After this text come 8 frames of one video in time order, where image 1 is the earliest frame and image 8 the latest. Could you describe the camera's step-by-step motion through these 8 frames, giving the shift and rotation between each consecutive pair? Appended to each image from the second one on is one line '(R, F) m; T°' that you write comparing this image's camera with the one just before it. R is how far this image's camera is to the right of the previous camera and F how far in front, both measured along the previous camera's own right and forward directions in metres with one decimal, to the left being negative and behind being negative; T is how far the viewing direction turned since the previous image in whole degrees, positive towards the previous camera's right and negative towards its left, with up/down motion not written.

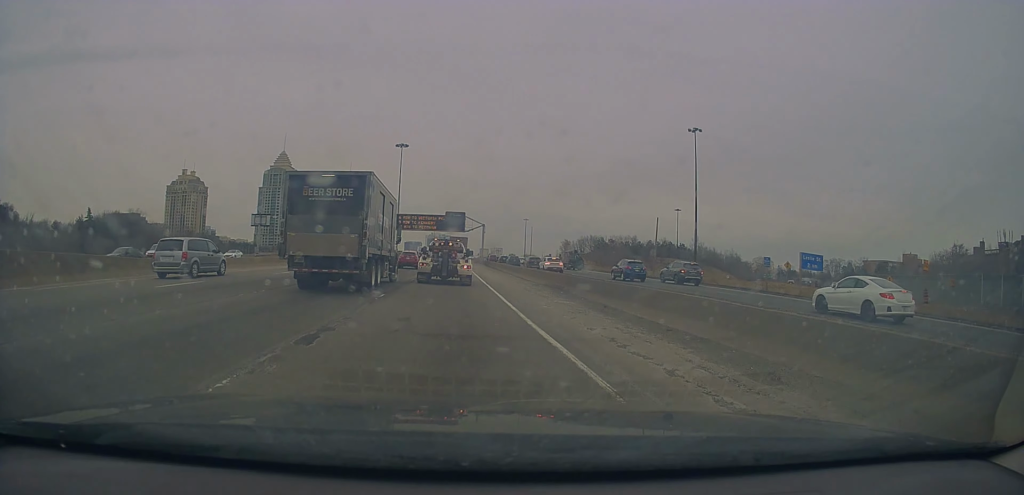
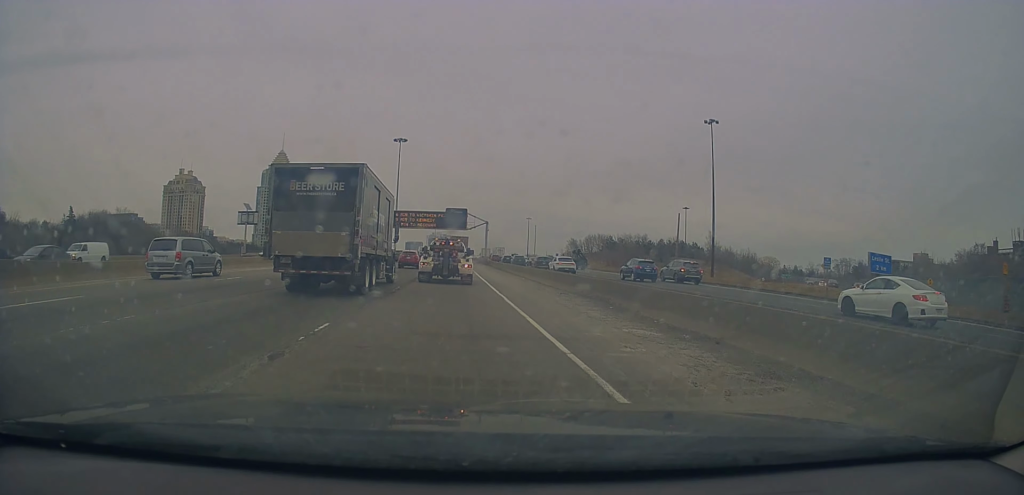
(-0.2, +7.1) m; 0°
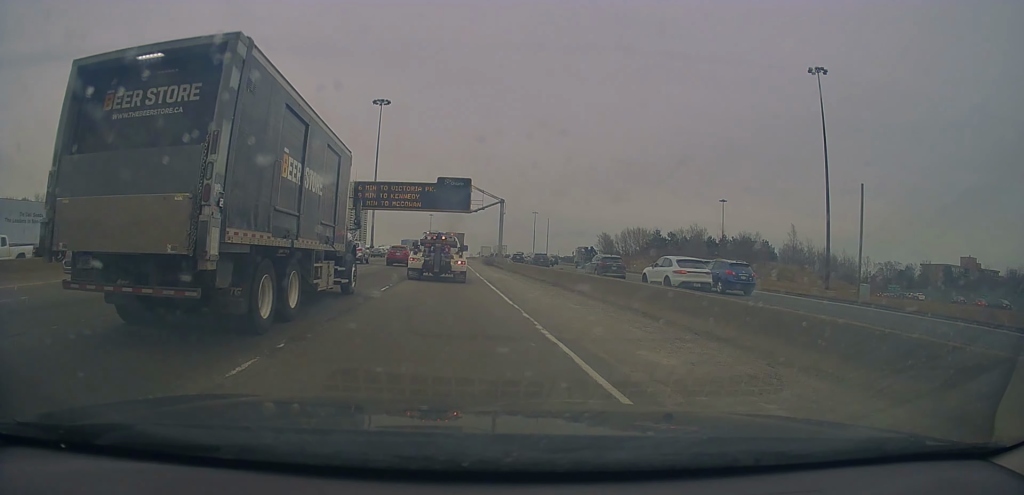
(+0.1, +34.0) m; 0°
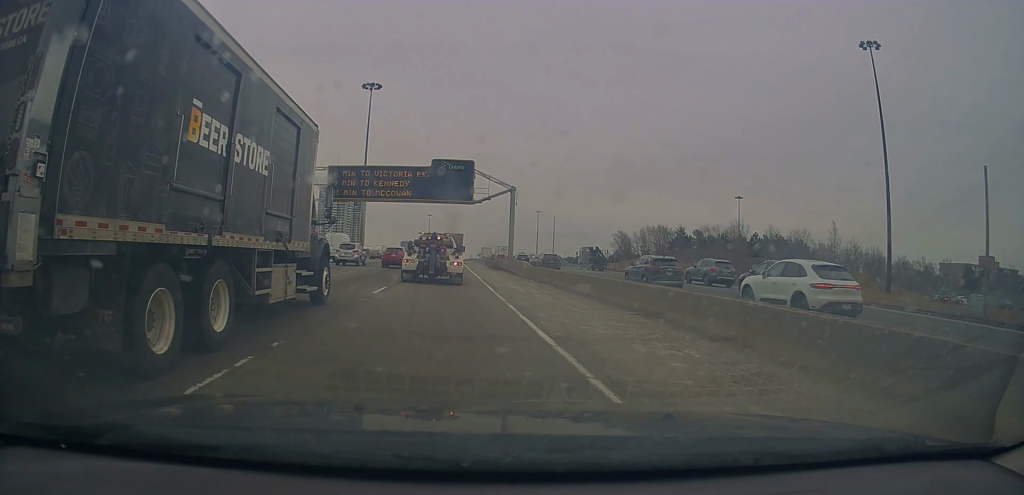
(-0.2, +13.0) m; 0°
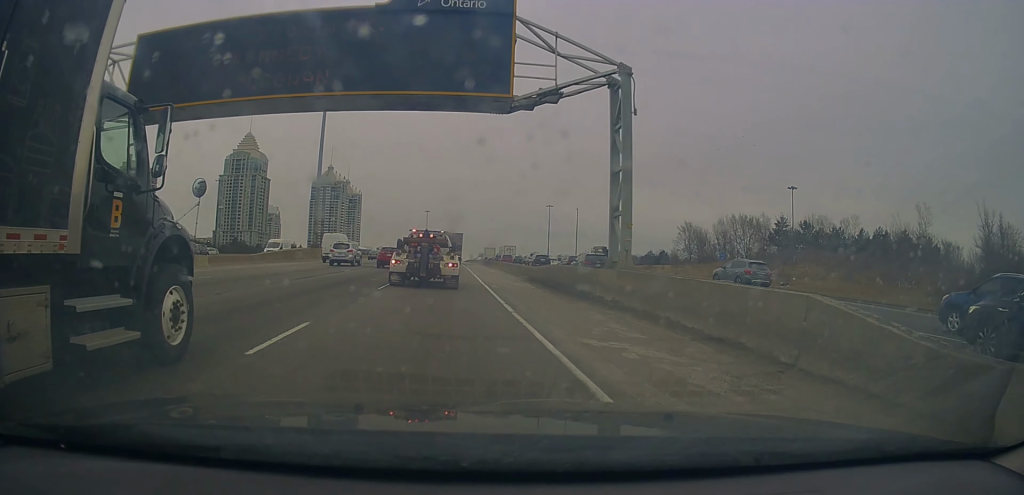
(+0.9, +37.7) m; +1°
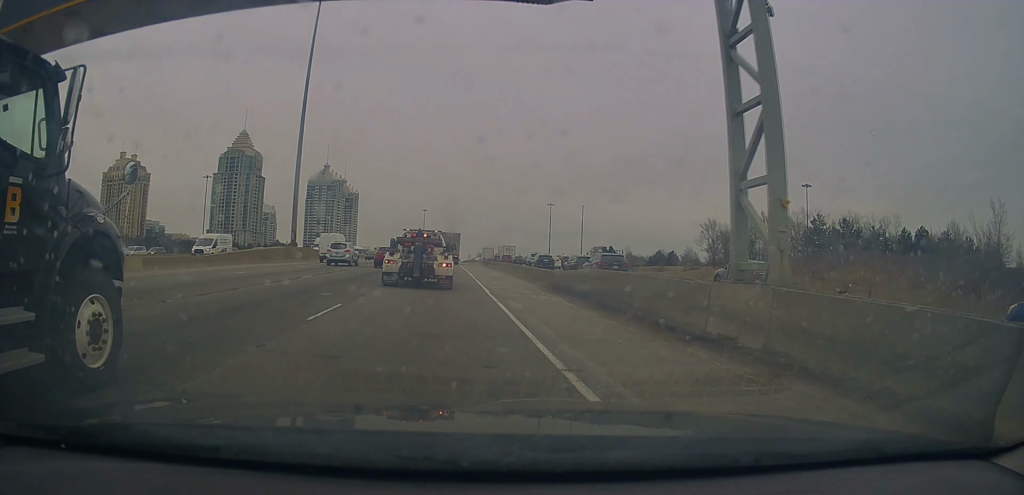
(0.0, +10.7) m; 0°
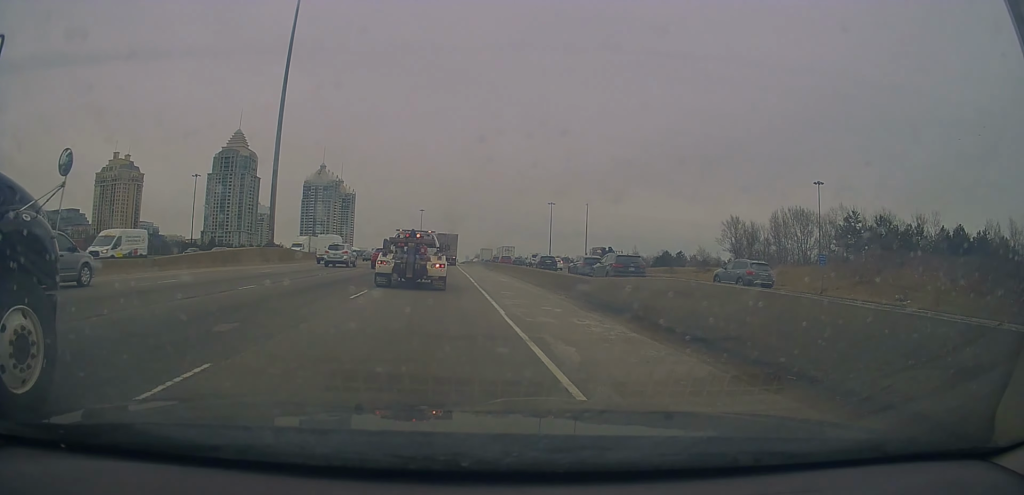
(0.0, +9.1) m; 0°
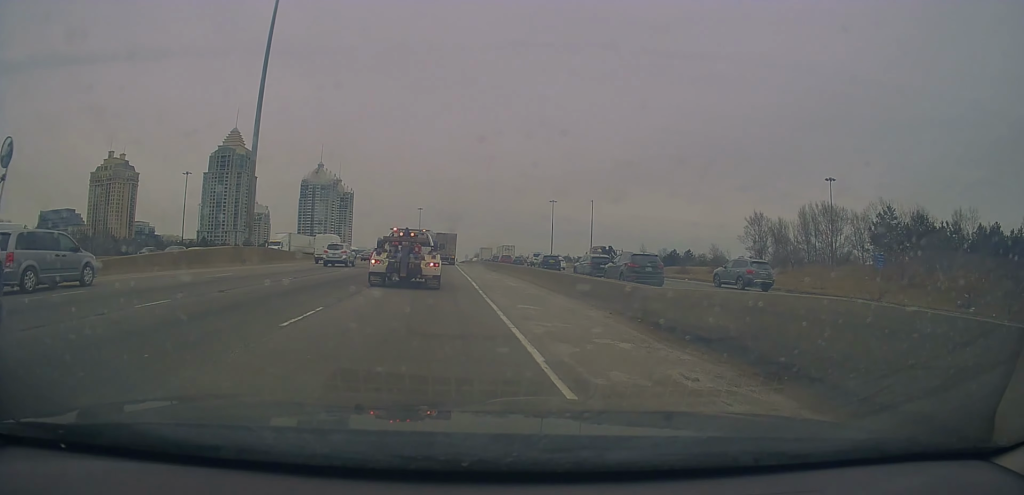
(-0.1, +7.9) m; 0°
